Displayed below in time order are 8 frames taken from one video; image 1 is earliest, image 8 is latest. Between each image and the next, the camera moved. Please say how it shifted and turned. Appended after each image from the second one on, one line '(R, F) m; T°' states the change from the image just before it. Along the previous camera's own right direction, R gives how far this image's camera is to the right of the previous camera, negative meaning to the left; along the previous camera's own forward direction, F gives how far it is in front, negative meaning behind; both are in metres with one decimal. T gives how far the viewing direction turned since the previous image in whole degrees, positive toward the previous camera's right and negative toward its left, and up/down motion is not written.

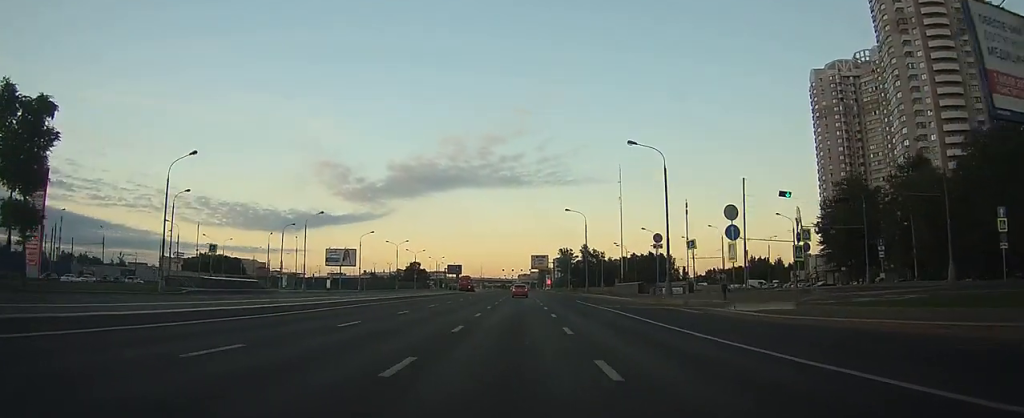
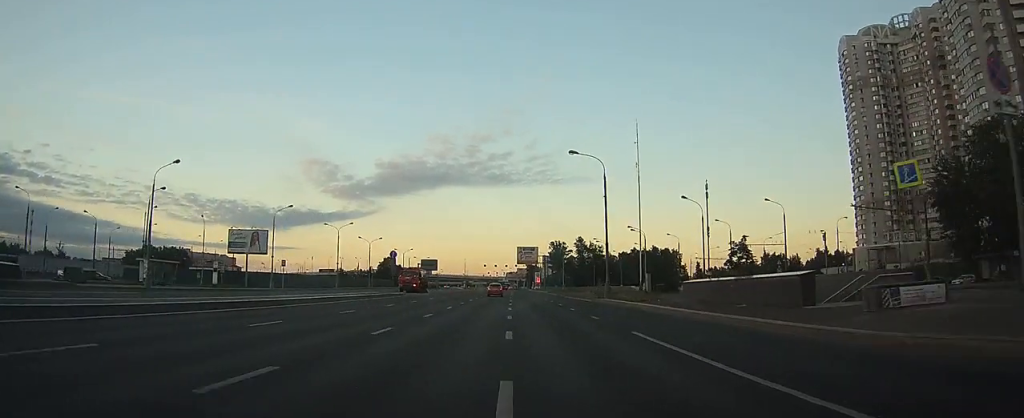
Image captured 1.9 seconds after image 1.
(+0.3, +34.1) m; +1°
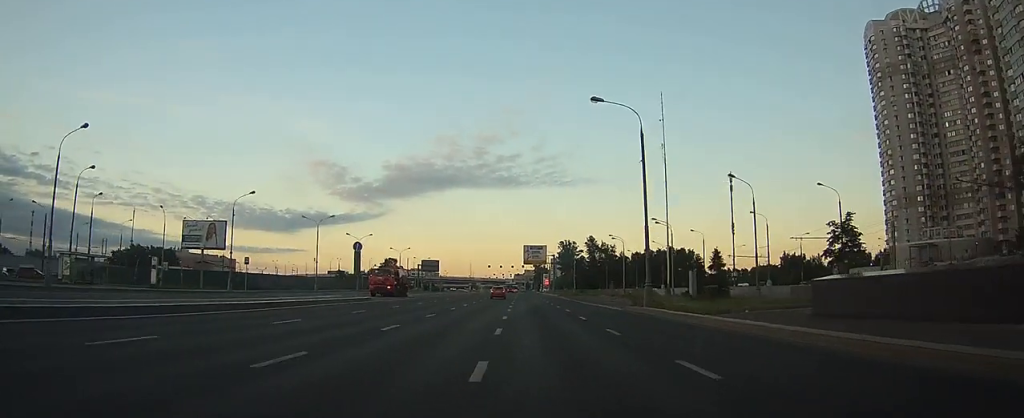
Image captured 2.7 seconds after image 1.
(+0.1, +13.8) m; 0°
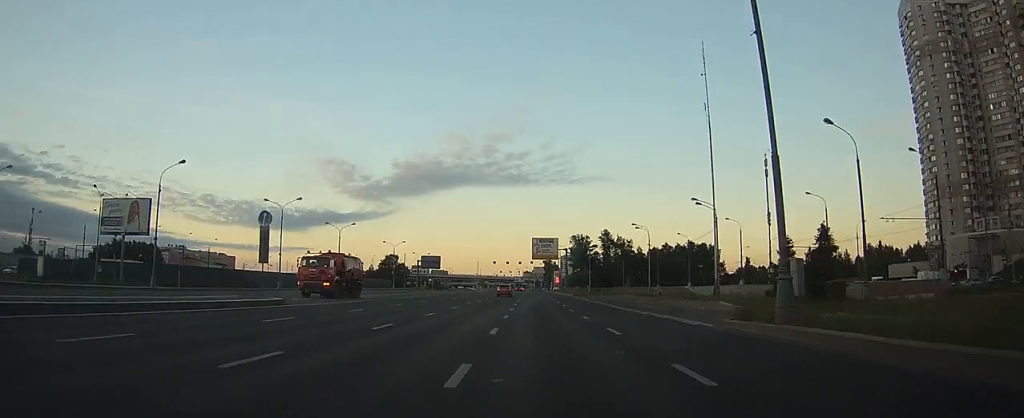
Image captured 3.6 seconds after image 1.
(0.0, +16.8) m; -1°
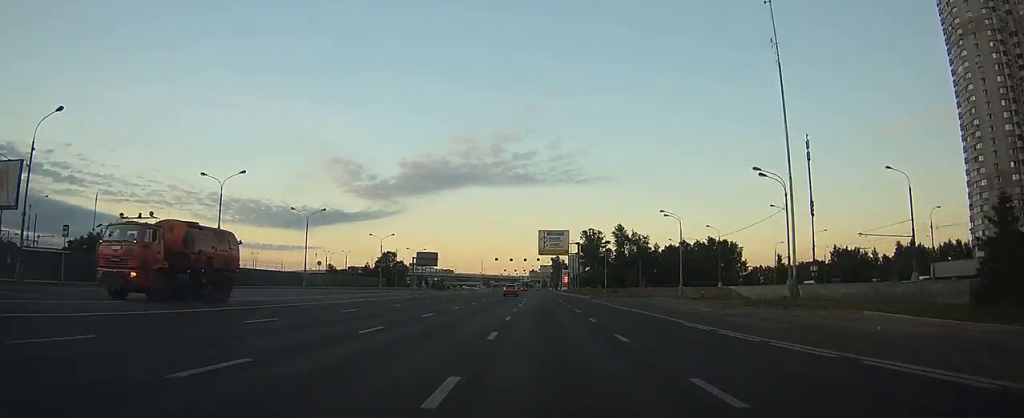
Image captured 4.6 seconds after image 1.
(-0.2, +17.3) m; -1°
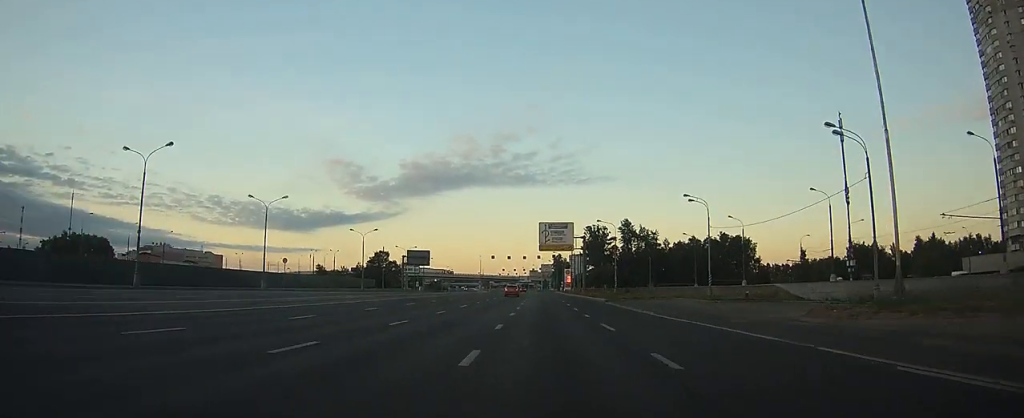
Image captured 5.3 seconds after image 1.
(0.0, +13.0) m; 0°
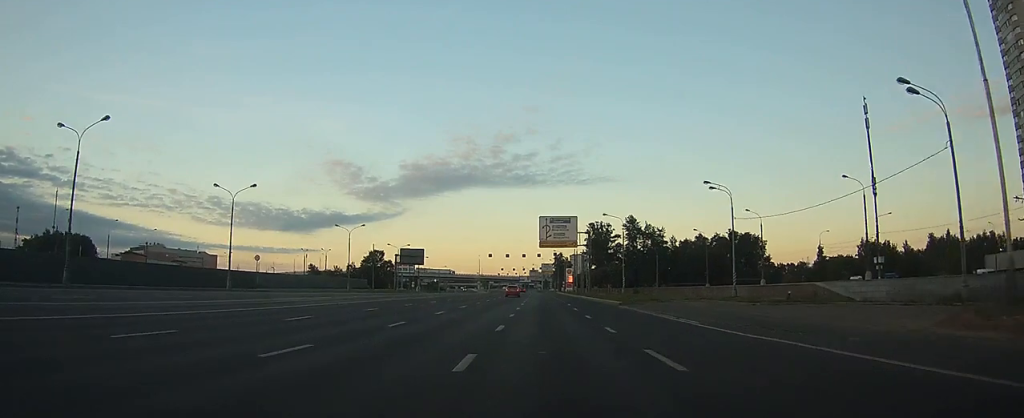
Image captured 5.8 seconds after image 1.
(0.0, +8.2) m; 0°
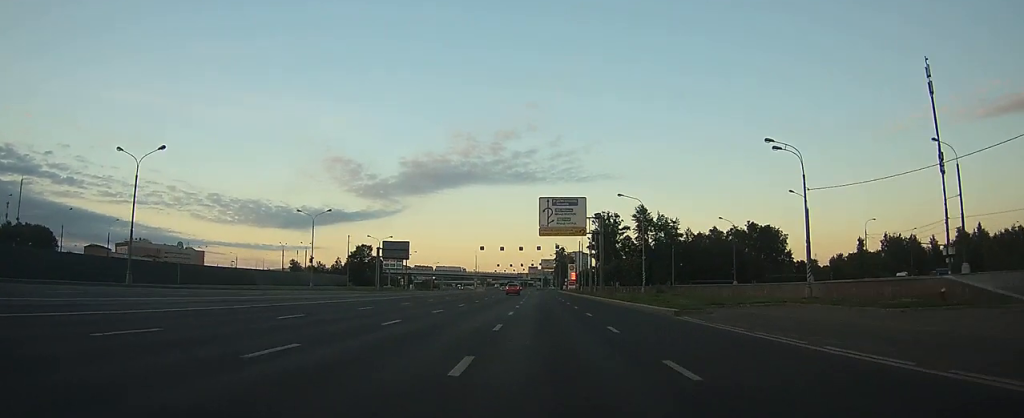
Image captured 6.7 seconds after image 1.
(-0.1, +16.4) m; 0°
